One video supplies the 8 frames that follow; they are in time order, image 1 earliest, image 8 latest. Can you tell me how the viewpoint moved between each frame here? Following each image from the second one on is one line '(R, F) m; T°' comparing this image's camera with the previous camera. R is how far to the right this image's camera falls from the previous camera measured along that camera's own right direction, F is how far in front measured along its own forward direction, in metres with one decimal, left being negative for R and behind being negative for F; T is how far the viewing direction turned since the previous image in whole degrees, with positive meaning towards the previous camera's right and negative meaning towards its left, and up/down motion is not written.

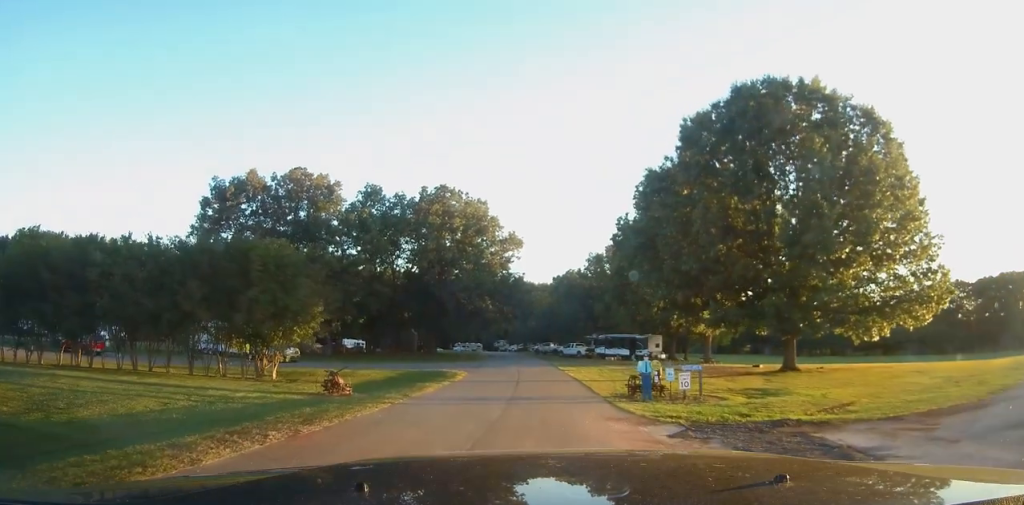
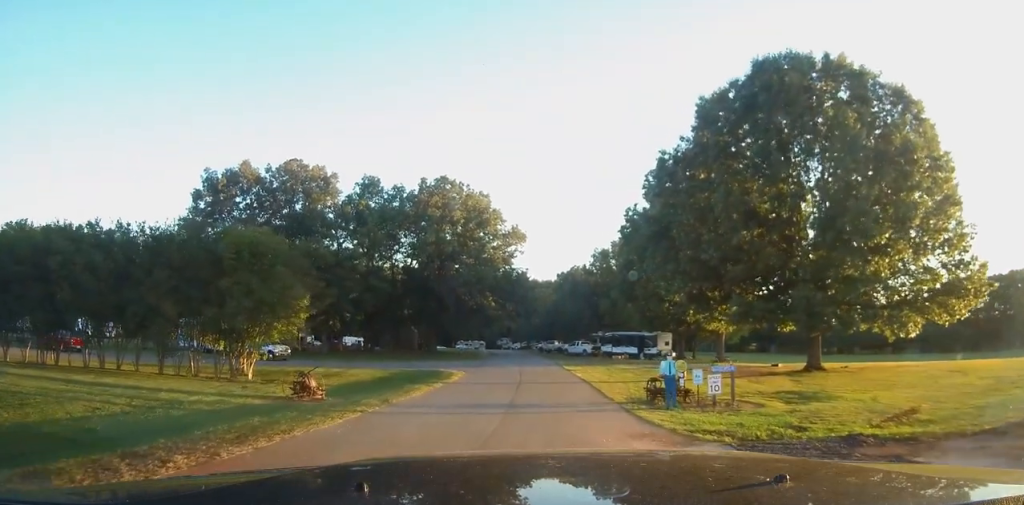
(0.0, +3.1) m; -1°
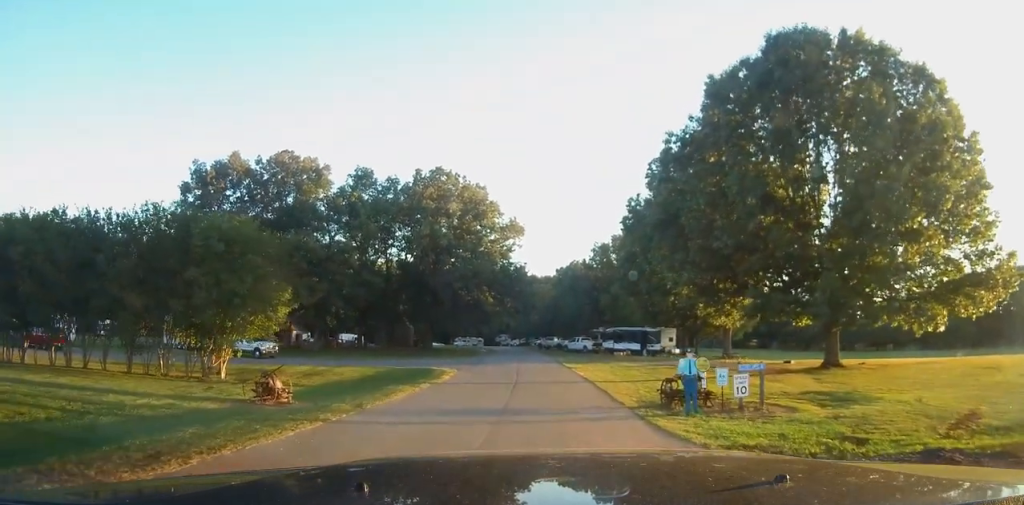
(0.0, +2.4) m; -1°
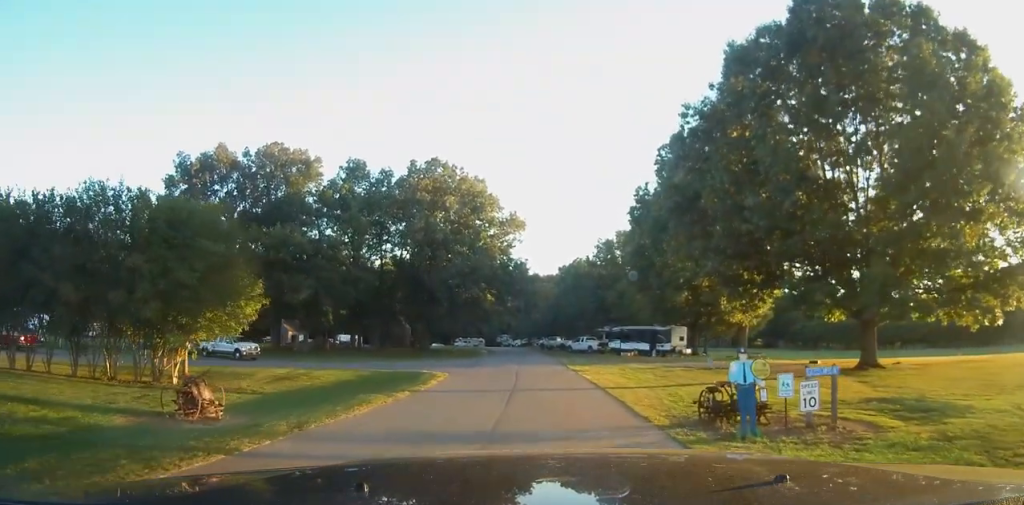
(0.0, +3.7) m; -1°
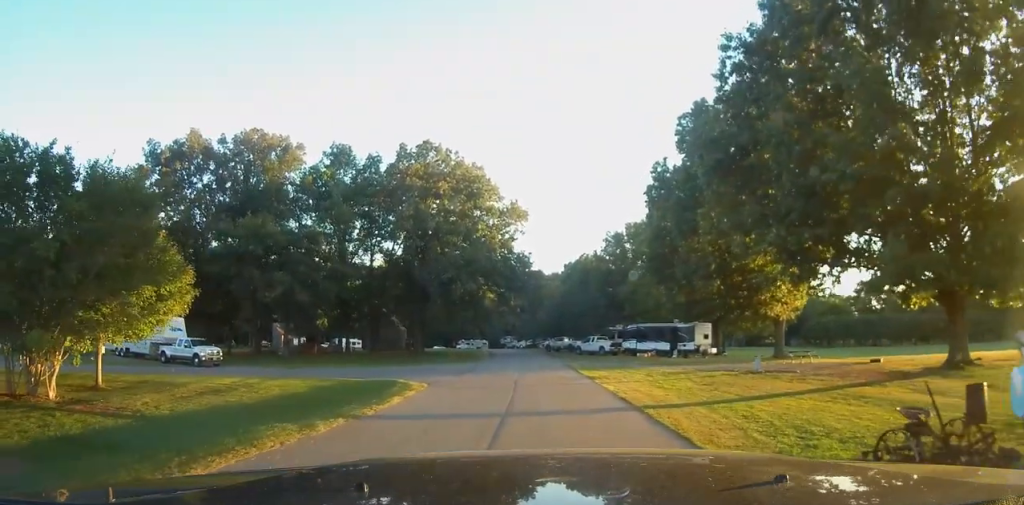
(0.0, +6.6) m; +1°
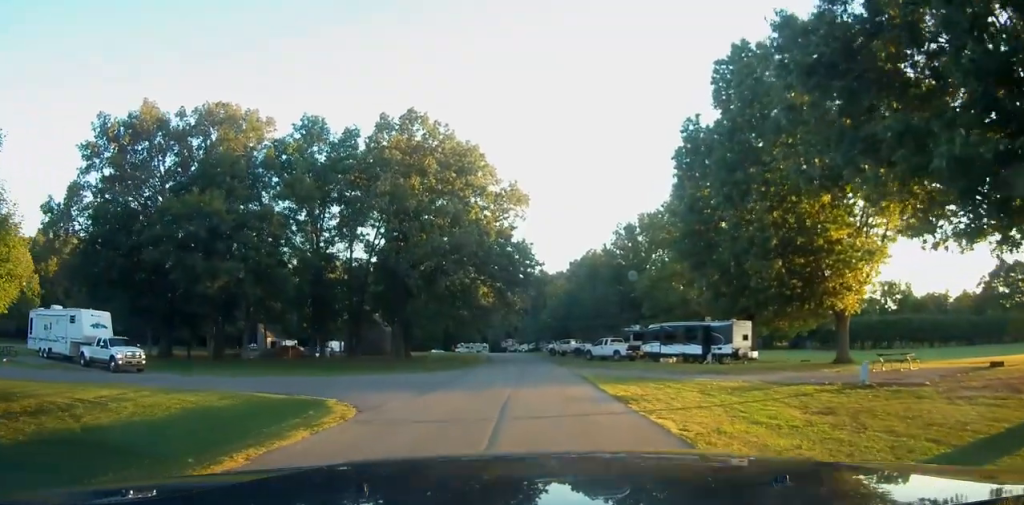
(-0.1, +9.3) m; -1°
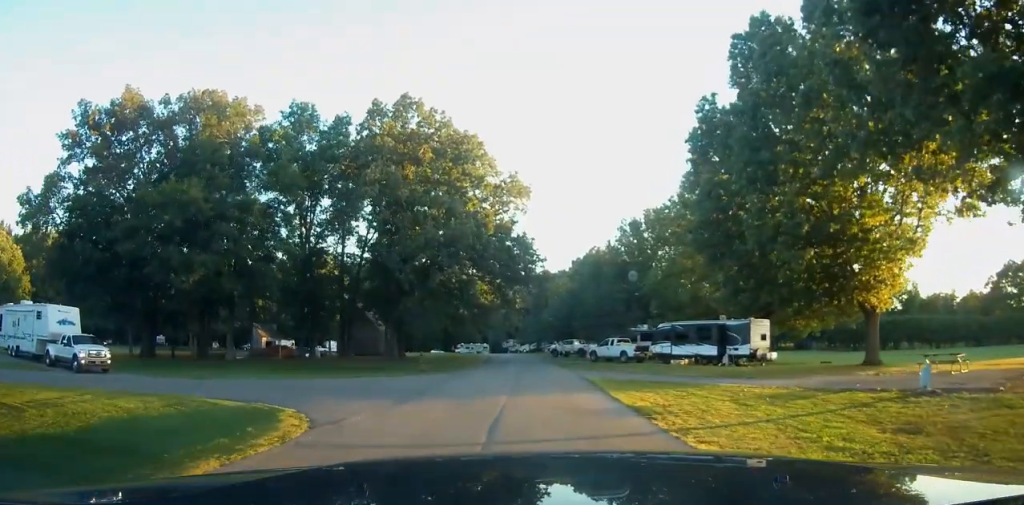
(0.0, +3.3) m; -1°
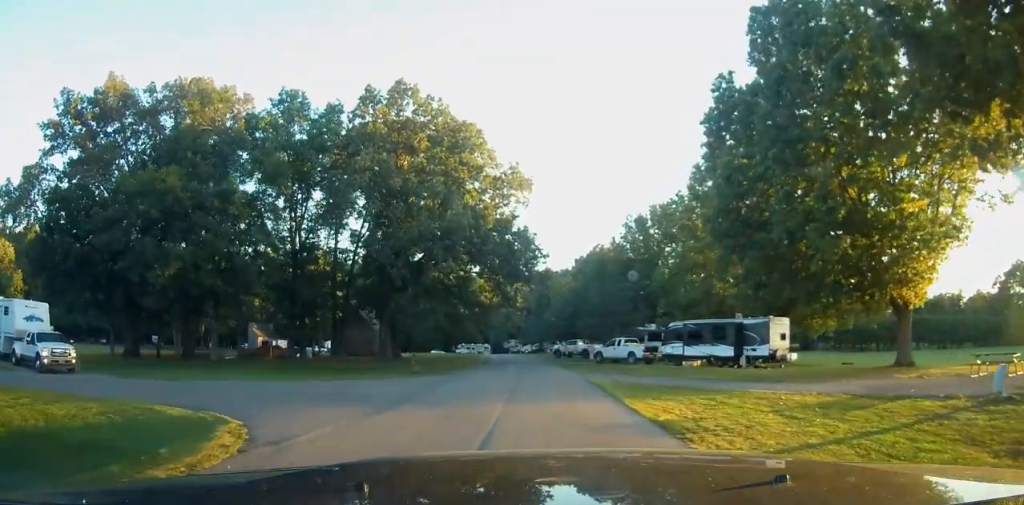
(0.0, +3.0) m; -1°
